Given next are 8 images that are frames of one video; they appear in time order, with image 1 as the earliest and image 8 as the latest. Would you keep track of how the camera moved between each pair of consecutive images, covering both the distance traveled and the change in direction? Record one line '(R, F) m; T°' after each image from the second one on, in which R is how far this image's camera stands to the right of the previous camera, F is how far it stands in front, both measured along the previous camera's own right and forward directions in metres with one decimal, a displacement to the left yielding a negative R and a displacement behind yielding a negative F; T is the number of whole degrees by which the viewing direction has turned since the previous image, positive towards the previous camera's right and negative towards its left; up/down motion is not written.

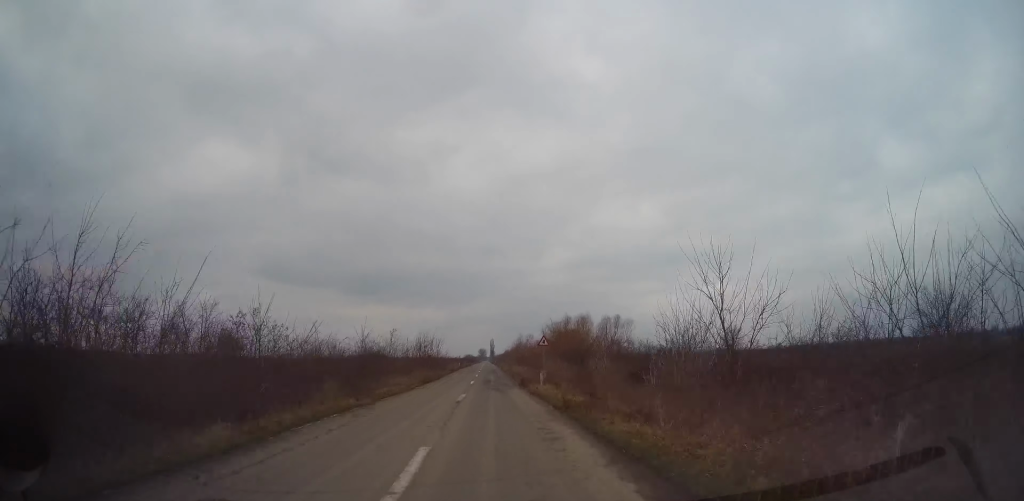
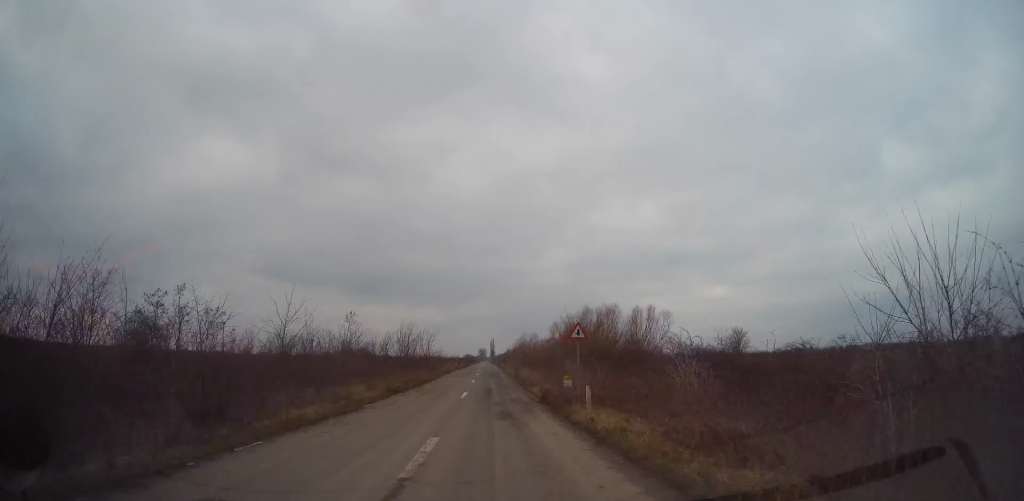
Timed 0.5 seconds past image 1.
(-0.2, +10.7) m; -1°
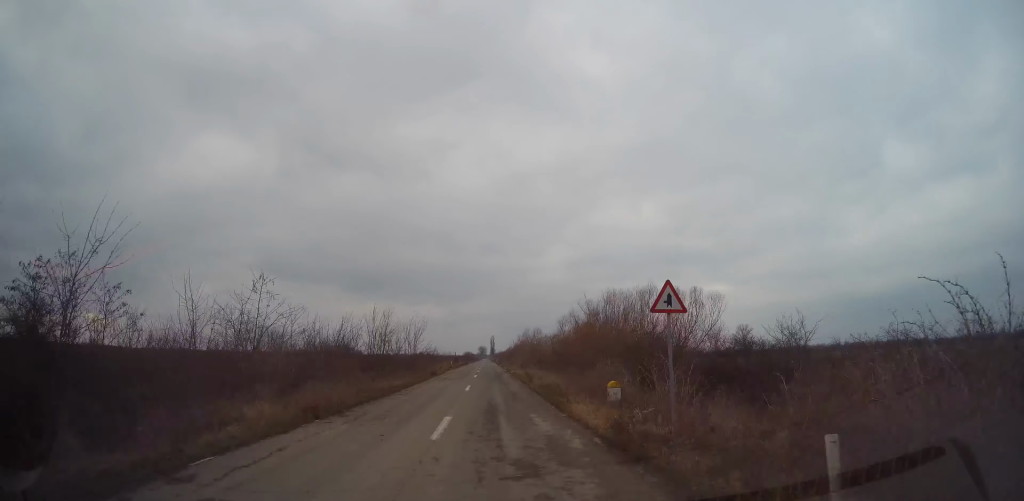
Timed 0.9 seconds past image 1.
(-0.1, +9.4) m; -1°
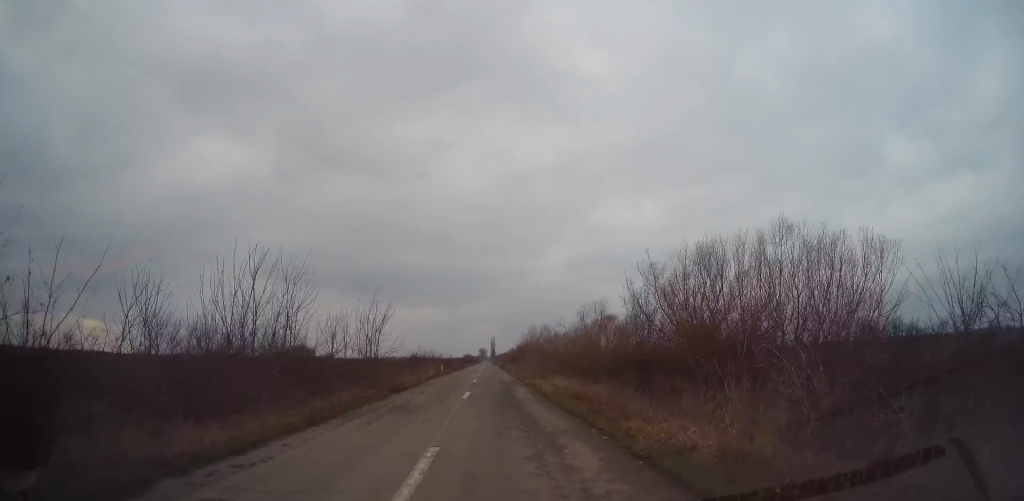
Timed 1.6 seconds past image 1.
(0.0, +15.5) m; 0°
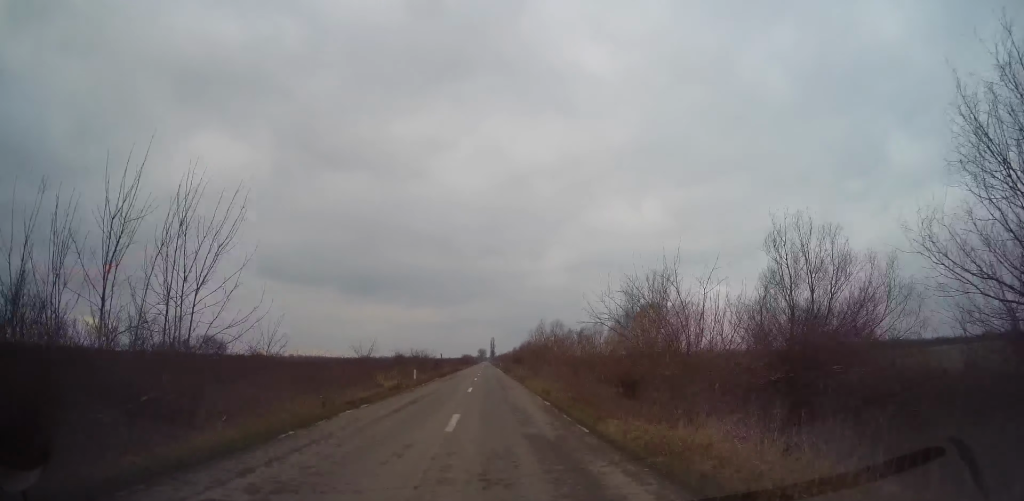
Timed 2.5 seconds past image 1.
(+0.1, +18.8) m; 0°
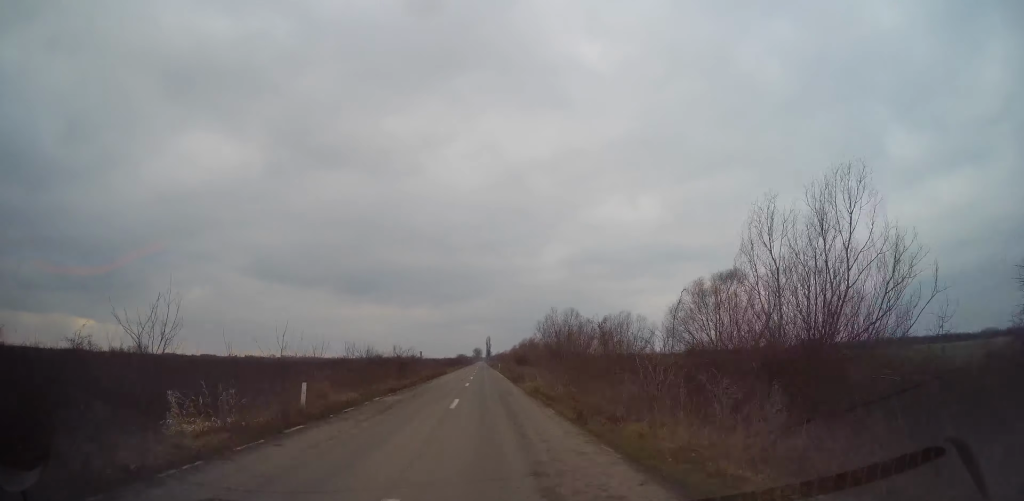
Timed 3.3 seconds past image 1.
(+0.1, +19.2) m; 0°
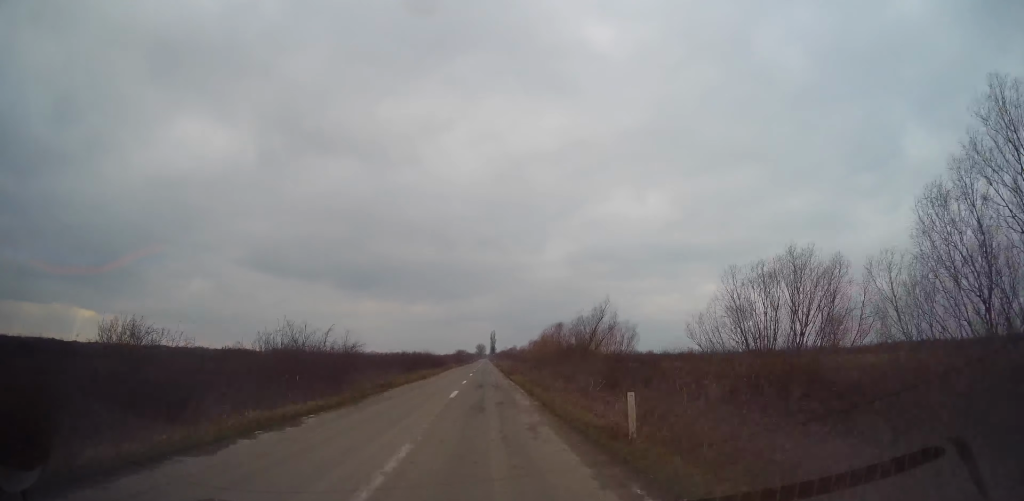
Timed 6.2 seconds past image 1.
(-0.3, +67.1) m; -1°
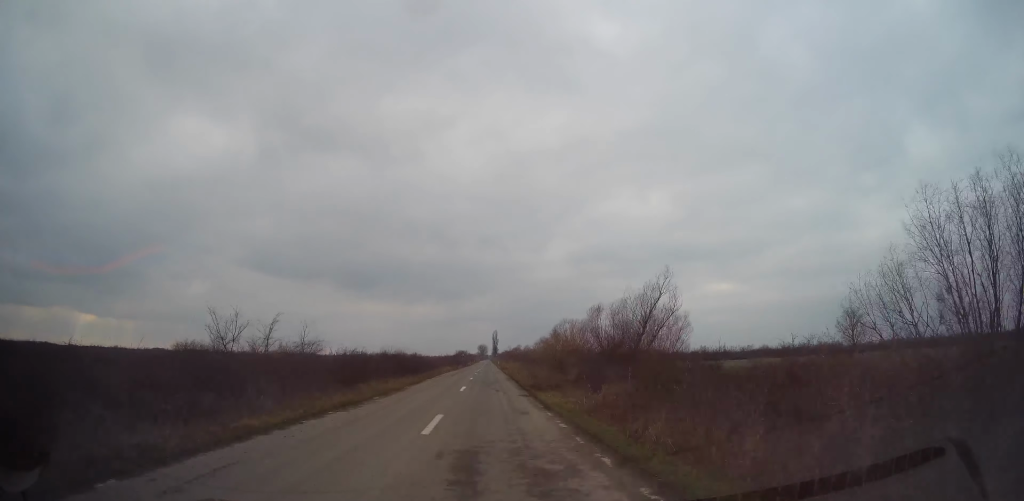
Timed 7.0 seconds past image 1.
(+0.1, +16.4) m; 0°
